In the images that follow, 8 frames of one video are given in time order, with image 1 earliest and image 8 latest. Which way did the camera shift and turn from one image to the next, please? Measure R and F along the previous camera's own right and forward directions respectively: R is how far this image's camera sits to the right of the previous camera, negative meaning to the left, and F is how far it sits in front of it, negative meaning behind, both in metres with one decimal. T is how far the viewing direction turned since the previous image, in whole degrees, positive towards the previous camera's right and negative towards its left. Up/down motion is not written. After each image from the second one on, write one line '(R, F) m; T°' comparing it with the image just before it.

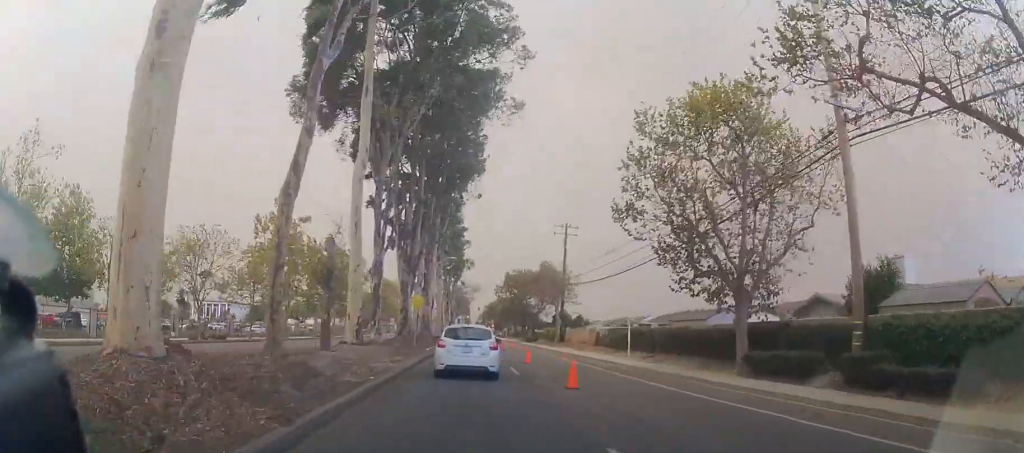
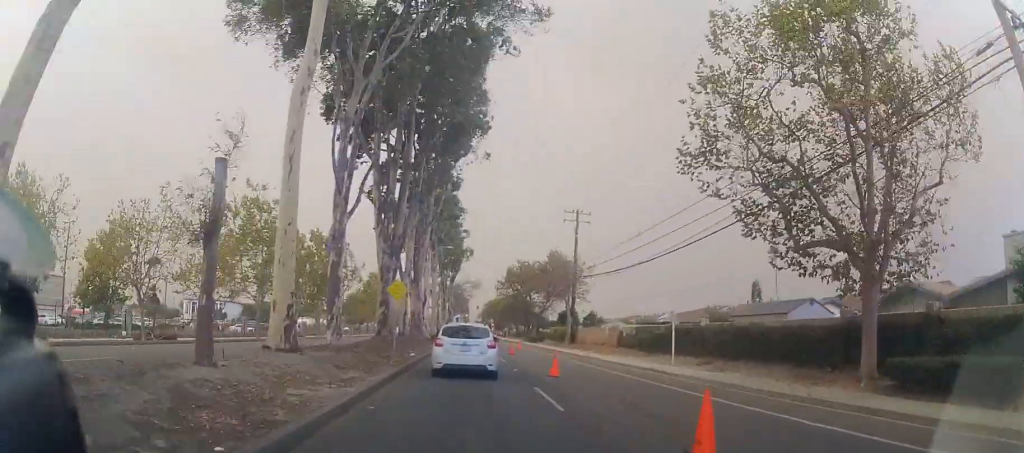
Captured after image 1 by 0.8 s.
(+0.1, +8.0) m; -1°
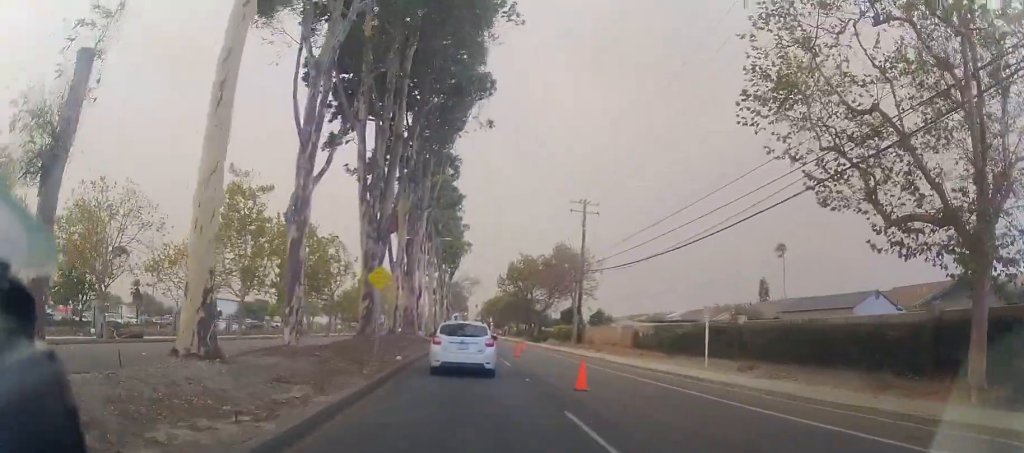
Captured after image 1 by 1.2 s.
(+0.1, +4.2) m; -1°
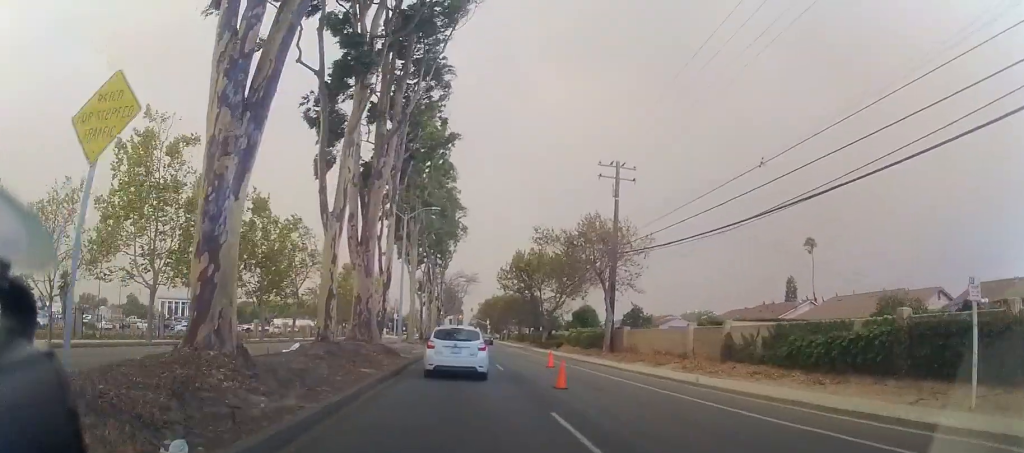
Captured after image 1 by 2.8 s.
(-0.2, +14.5) m; +3°
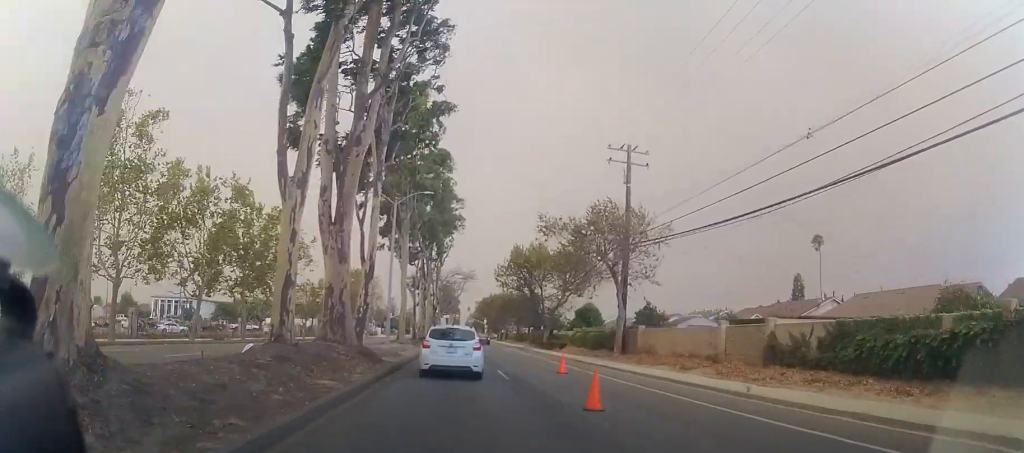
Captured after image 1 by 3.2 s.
(0.0, +3.9) m; +2°
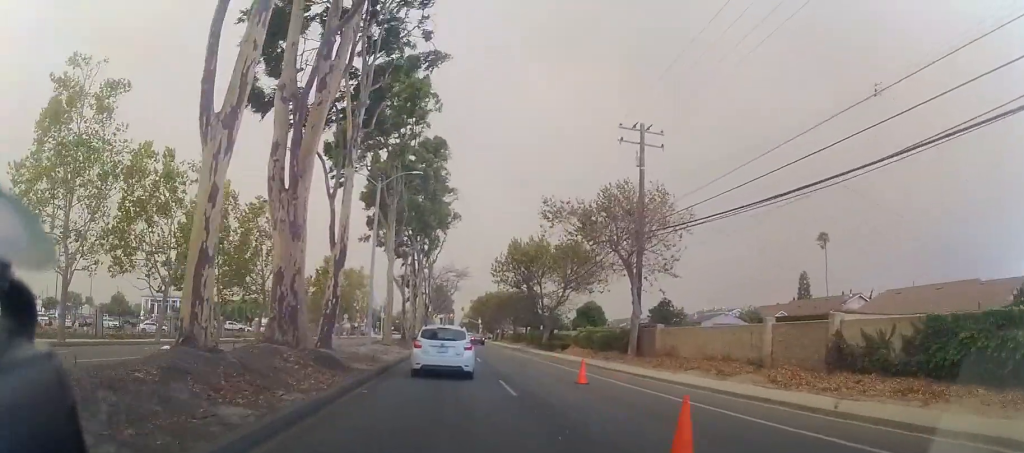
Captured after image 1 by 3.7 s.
(+0.2, +4.2) m; +1°
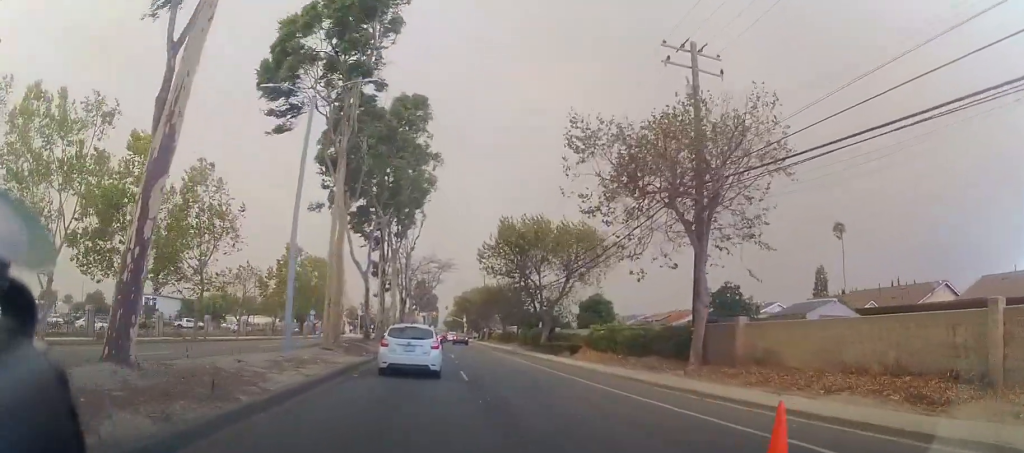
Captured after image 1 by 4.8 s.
(+0.3, +10.6) m; +1°
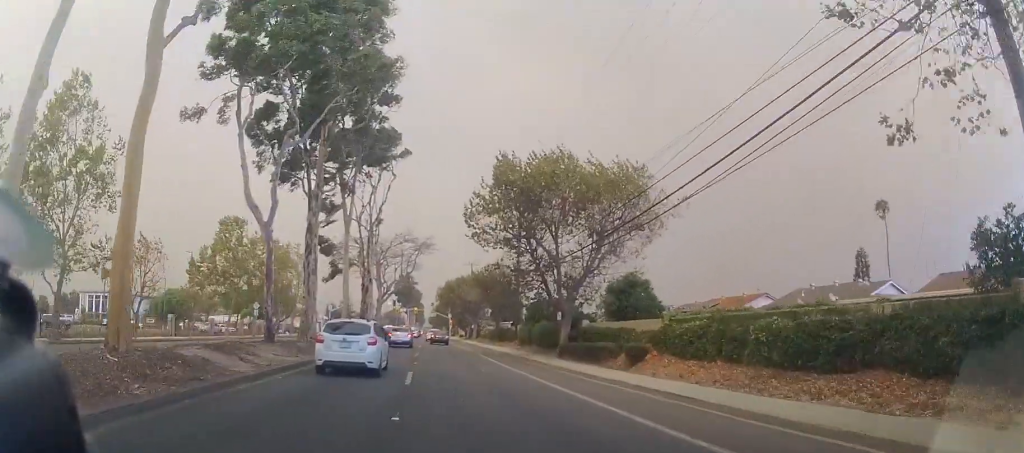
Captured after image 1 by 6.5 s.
(-0.1, +16.2) m; 0°
